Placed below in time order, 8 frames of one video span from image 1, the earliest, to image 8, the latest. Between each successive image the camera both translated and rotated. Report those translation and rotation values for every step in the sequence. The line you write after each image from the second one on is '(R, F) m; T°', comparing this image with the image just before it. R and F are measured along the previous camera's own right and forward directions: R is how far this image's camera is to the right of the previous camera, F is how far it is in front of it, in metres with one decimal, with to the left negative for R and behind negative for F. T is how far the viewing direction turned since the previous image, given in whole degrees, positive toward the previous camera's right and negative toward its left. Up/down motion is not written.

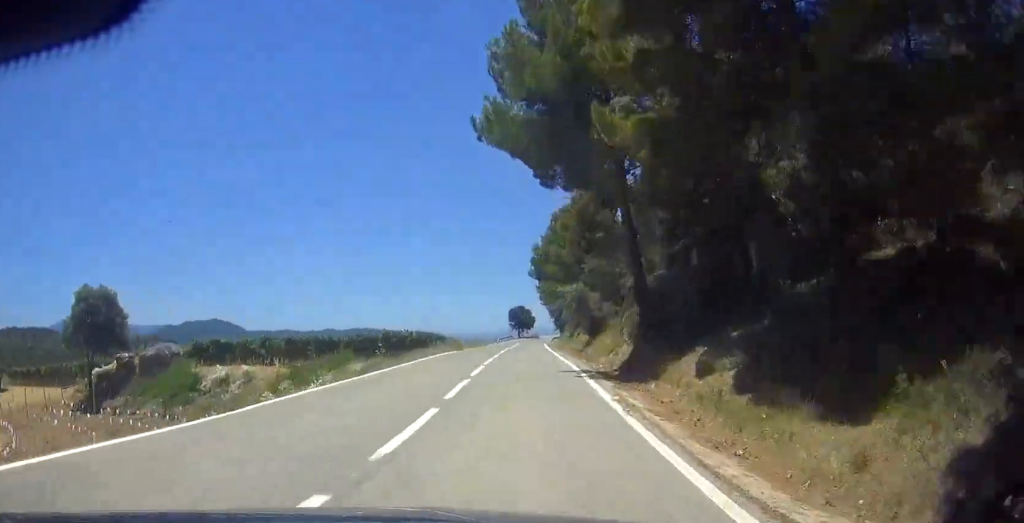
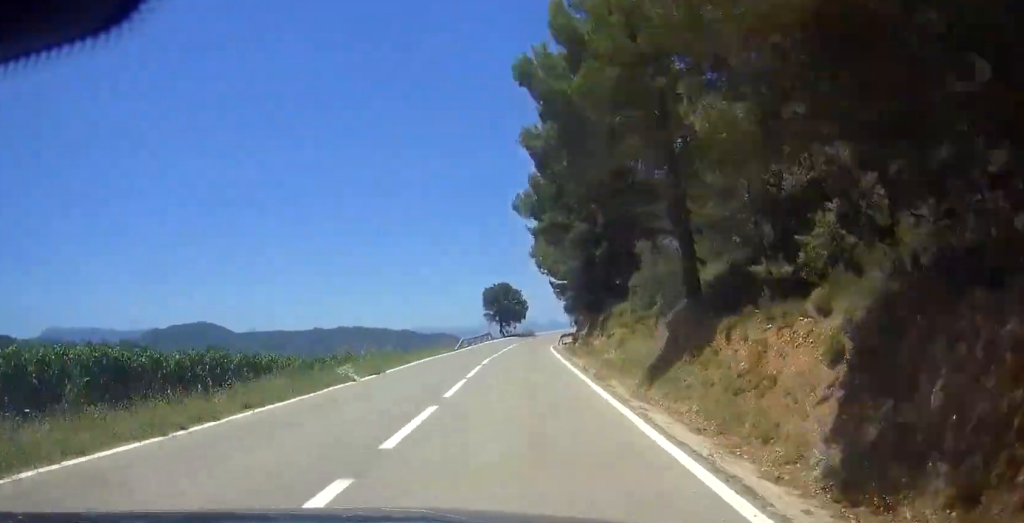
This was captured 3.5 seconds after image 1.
(+5.4, +50.3) m; +9°
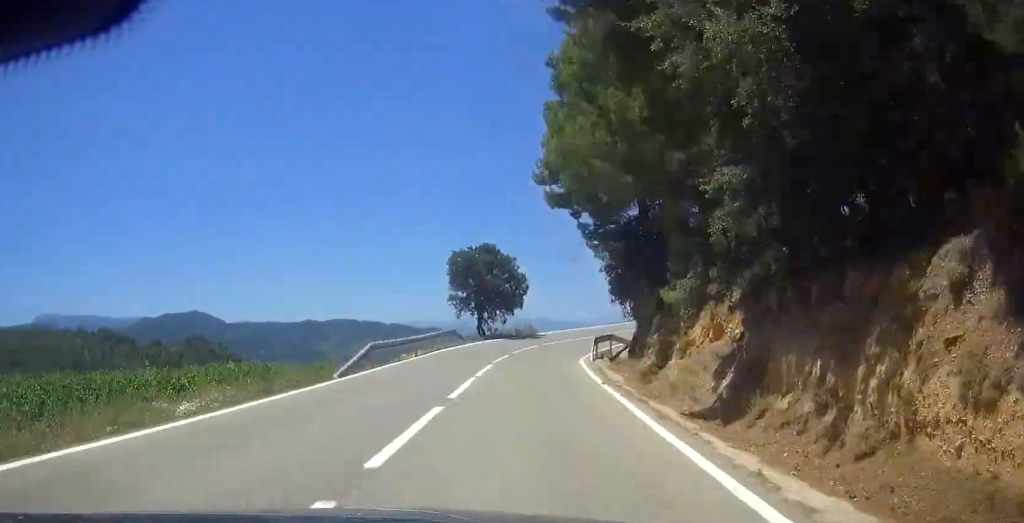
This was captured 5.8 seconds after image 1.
(-0.8, +31.2) m; +11°
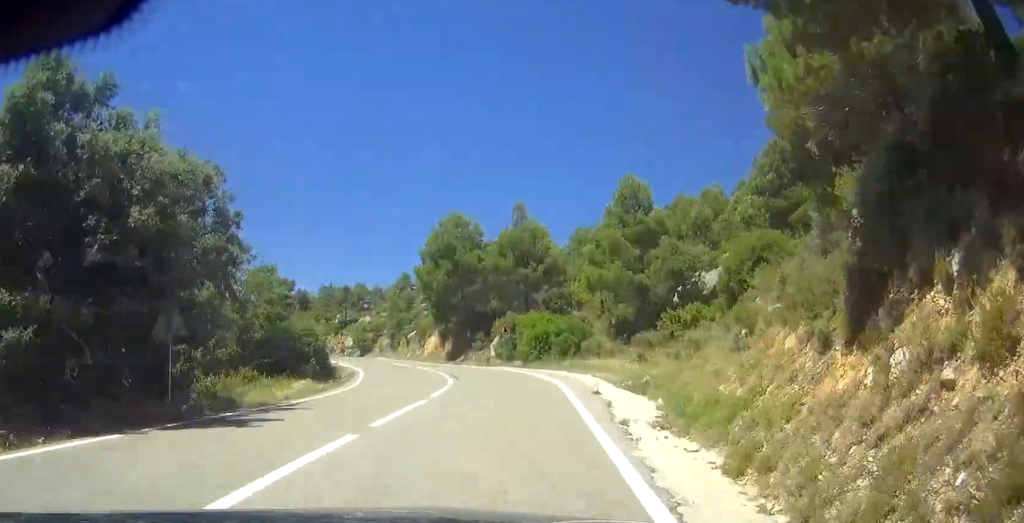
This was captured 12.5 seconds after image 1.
(+32.0, +76.3) m; +37°
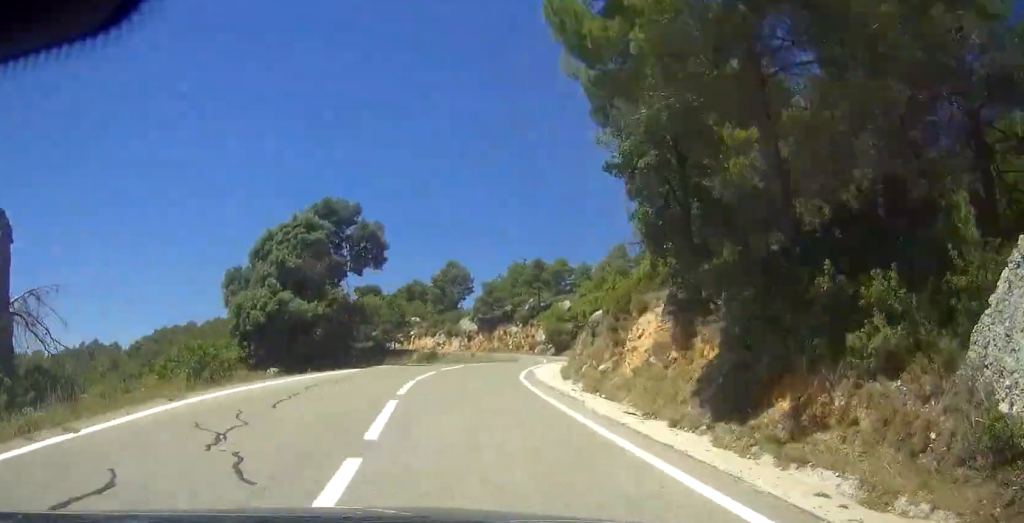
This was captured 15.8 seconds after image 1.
(+4.0, +42.4) m; +1°
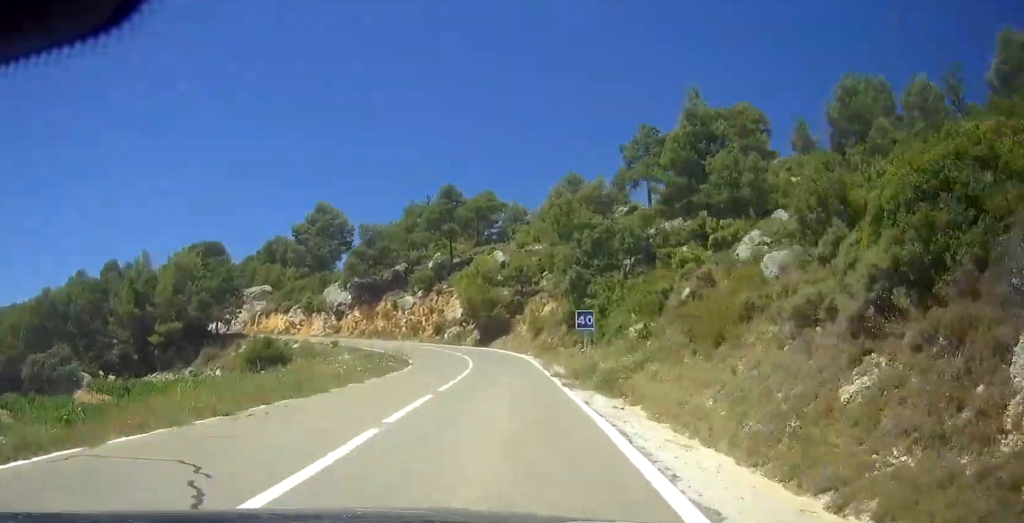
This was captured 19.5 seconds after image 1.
(-4.3, +45.8) m; -8°
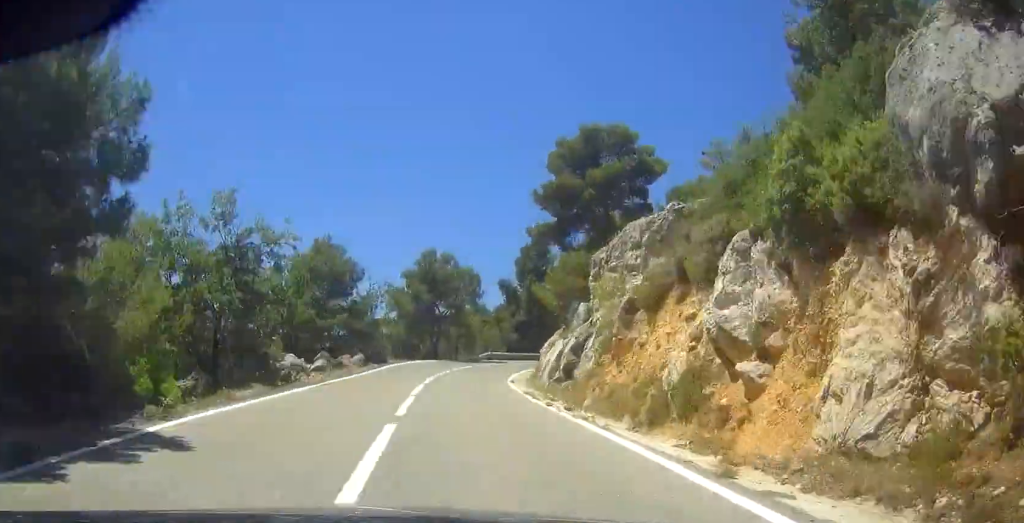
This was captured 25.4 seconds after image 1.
(-15.9, +65.7) m; -24°
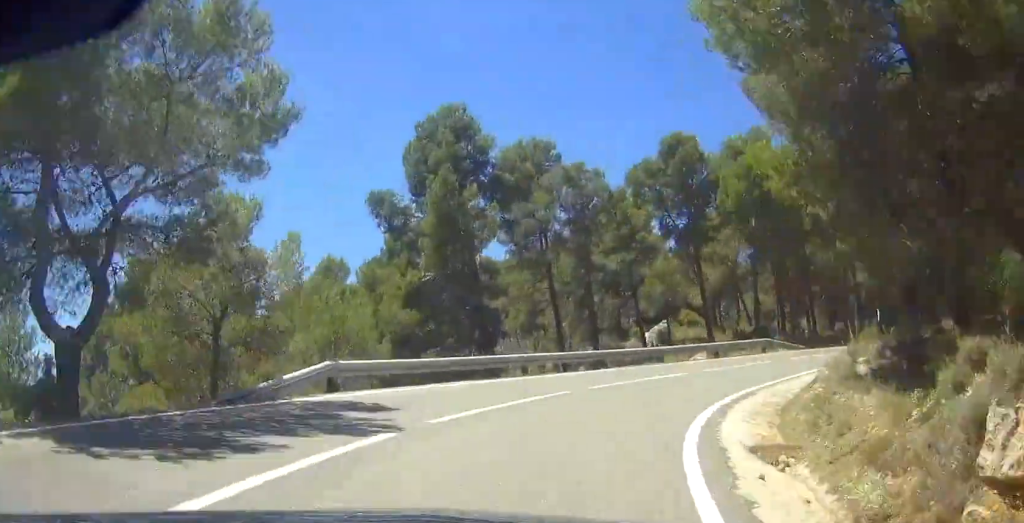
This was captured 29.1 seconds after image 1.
(-2.2, +42.0) m; +18°
